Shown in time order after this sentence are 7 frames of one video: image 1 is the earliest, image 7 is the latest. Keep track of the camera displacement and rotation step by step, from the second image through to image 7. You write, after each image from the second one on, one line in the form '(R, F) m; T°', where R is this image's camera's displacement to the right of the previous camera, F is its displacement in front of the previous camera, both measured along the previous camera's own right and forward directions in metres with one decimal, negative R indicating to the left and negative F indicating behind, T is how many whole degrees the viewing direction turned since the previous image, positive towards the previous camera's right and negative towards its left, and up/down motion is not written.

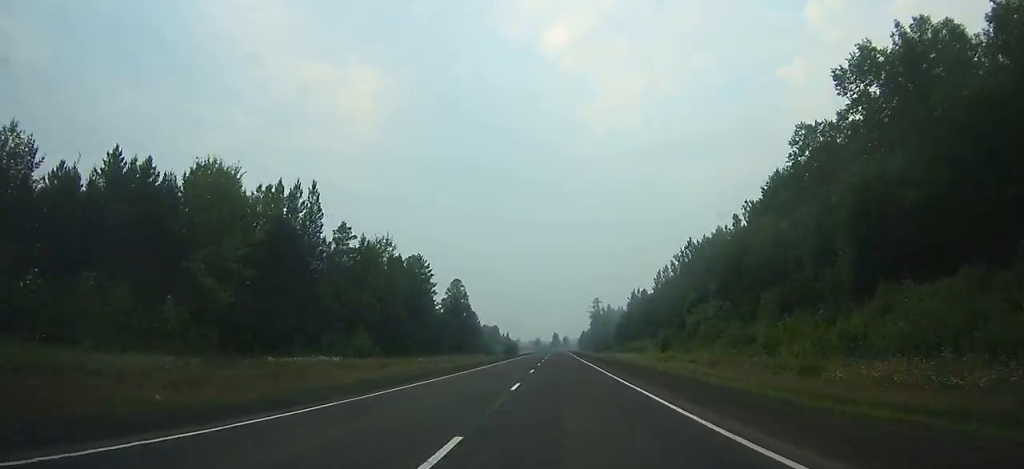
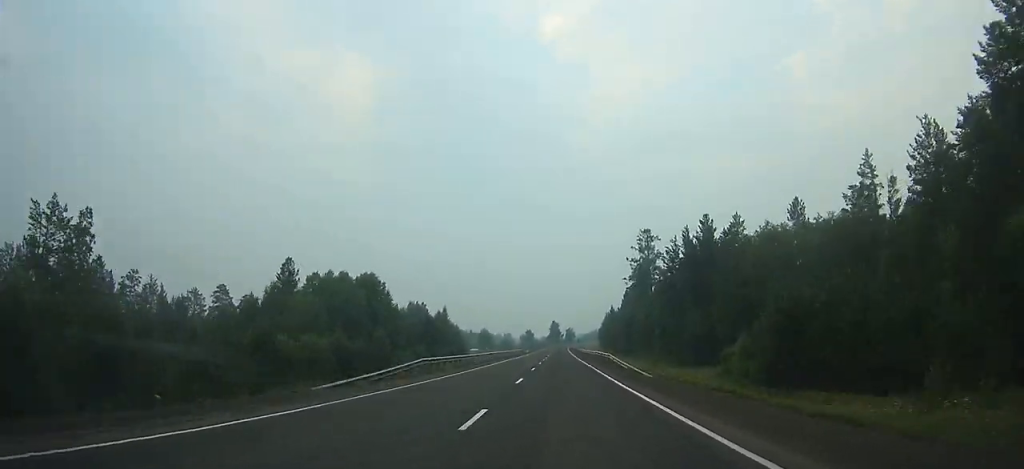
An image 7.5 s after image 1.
(+0.4, +216.4) m; 0°
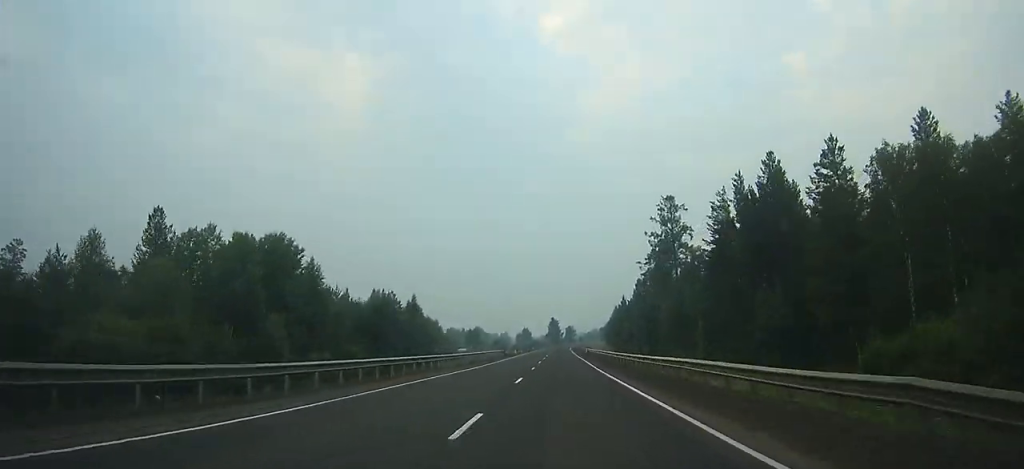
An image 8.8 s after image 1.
(-0.1, +37.0) m; 0°
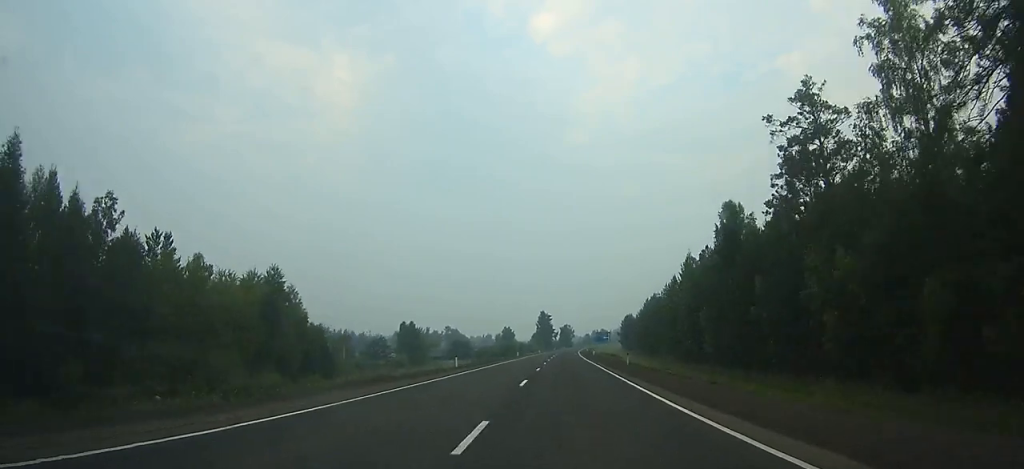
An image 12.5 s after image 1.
(+0.6, +109.9) m; +1°
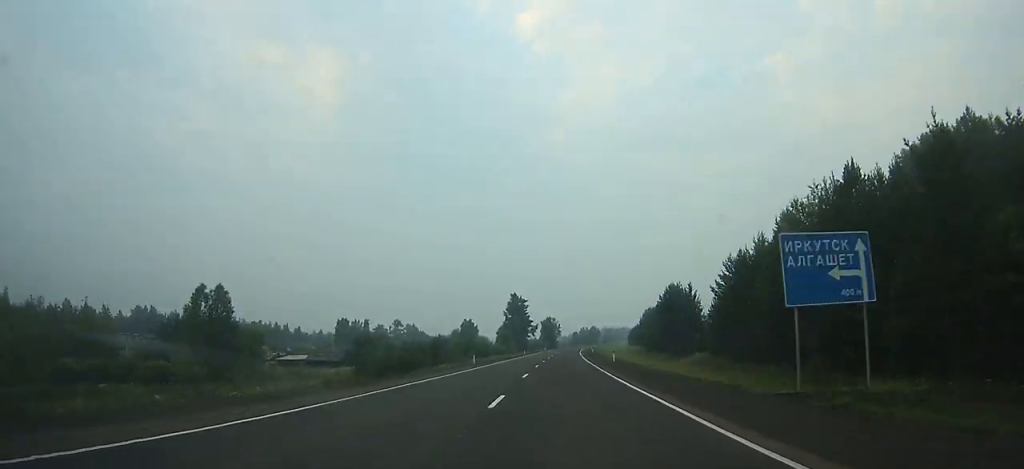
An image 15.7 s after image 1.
(+1.3, +92.6) m; +2°
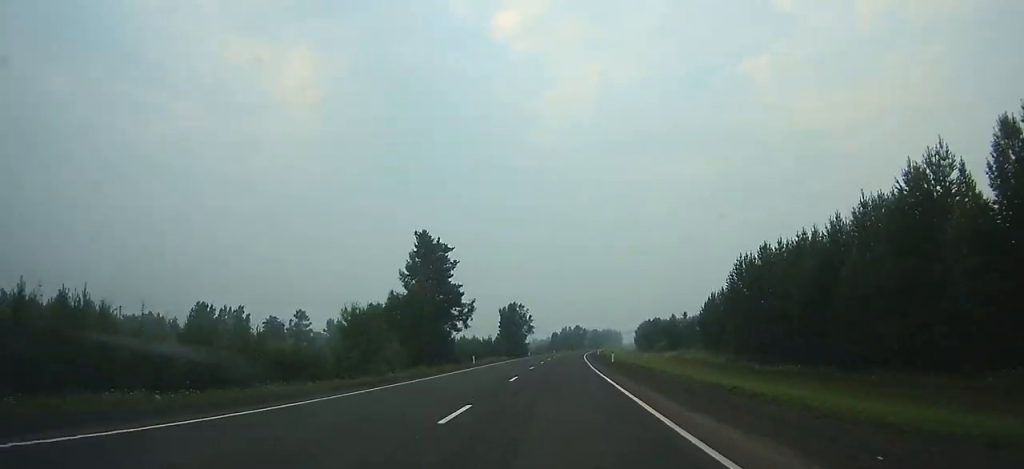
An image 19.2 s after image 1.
(+1.8, +96.4) m; +2°
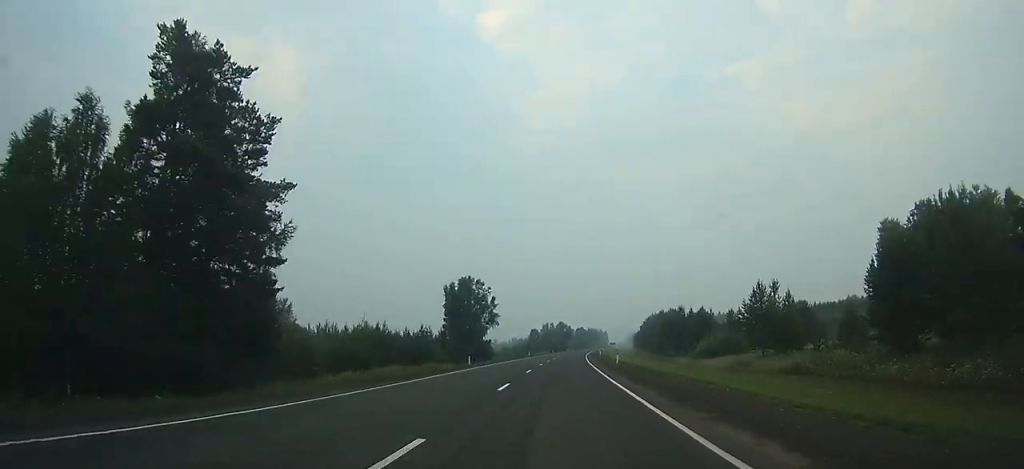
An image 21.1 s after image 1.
(+0.3, +50.9) m; +2°
